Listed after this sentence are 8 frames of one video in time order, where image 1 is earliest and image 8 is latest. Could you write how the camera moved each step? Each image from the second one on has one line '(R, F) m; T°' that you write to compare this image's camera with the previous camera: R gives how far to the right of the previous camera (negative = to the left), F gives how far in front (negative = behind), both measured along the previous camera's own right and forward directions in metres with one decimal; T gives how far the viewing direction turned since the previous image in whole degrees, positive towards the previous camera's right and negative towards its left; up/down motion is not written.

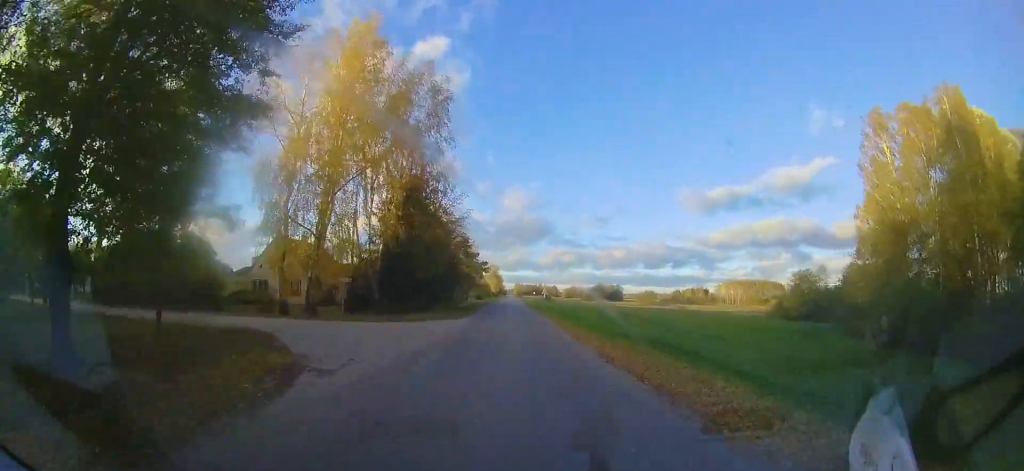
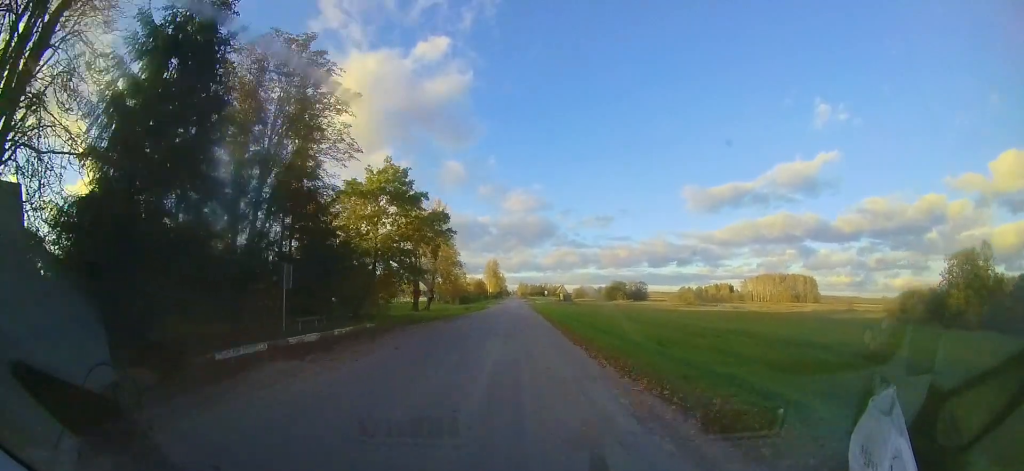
(-1.0, +36.0) m; -2°
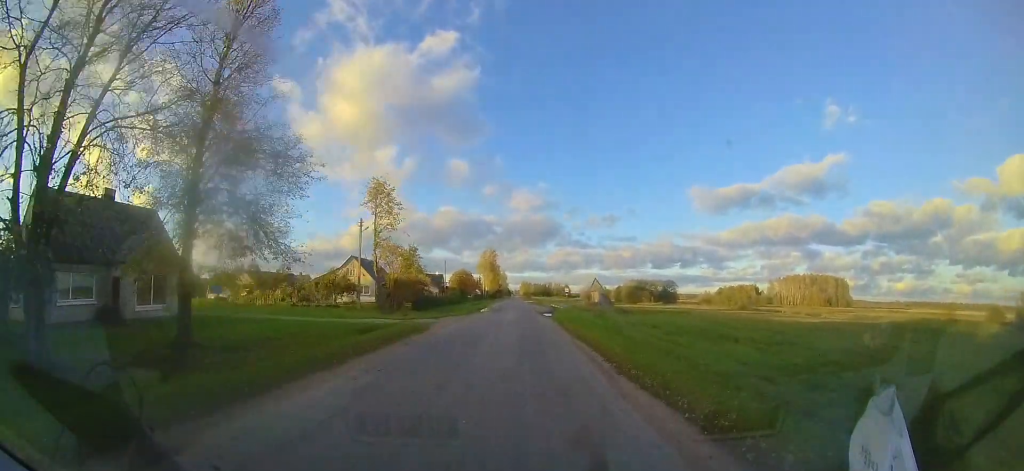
(+0.5, +32.7) m; +1°
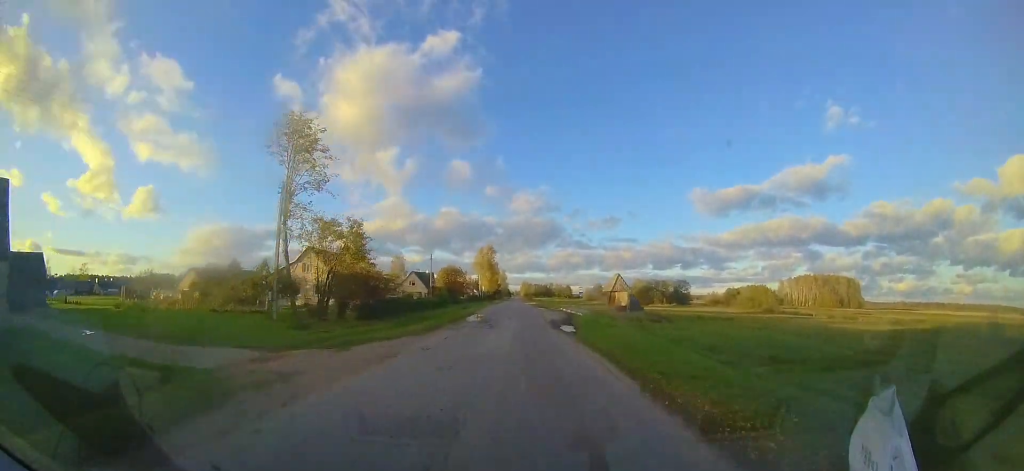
(-0.1, +12.1) m; 0°
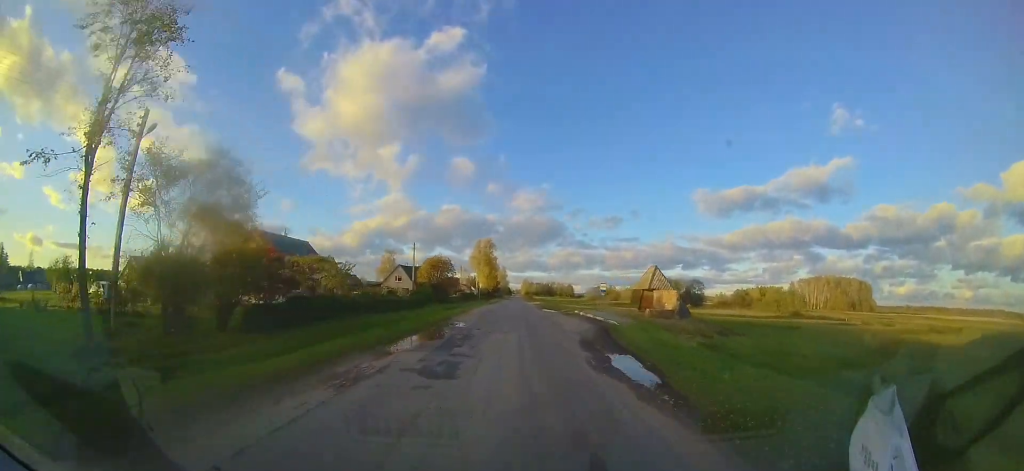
(+0.1, +10.9) m; 0°
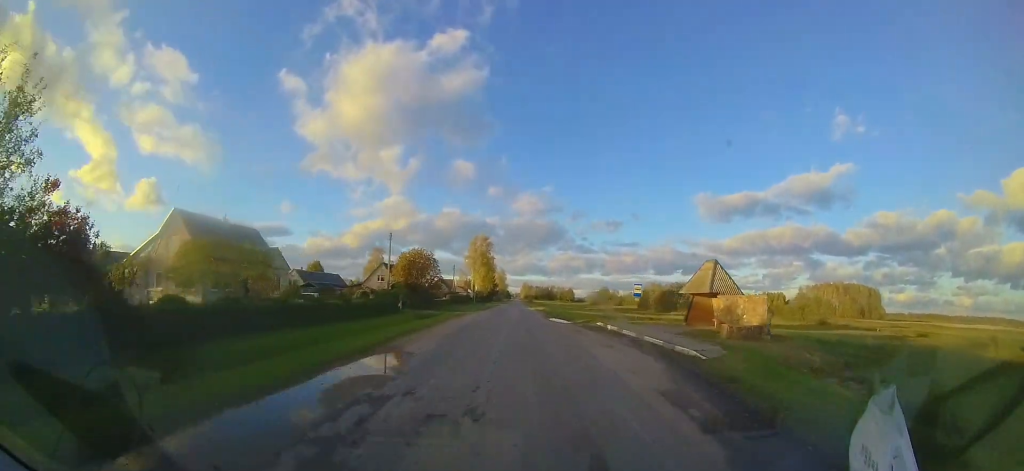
(+0.1, +9.9) m; 0°
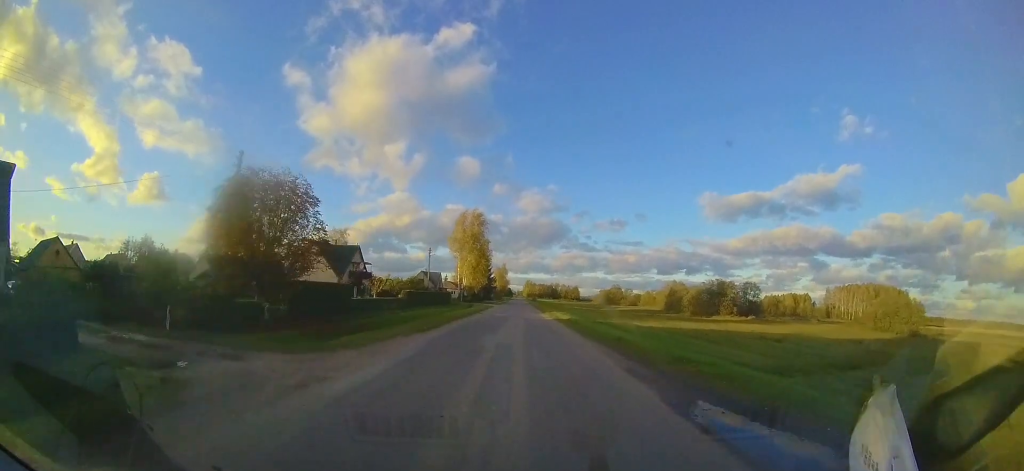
(-0.1, +25.0) m; 0°
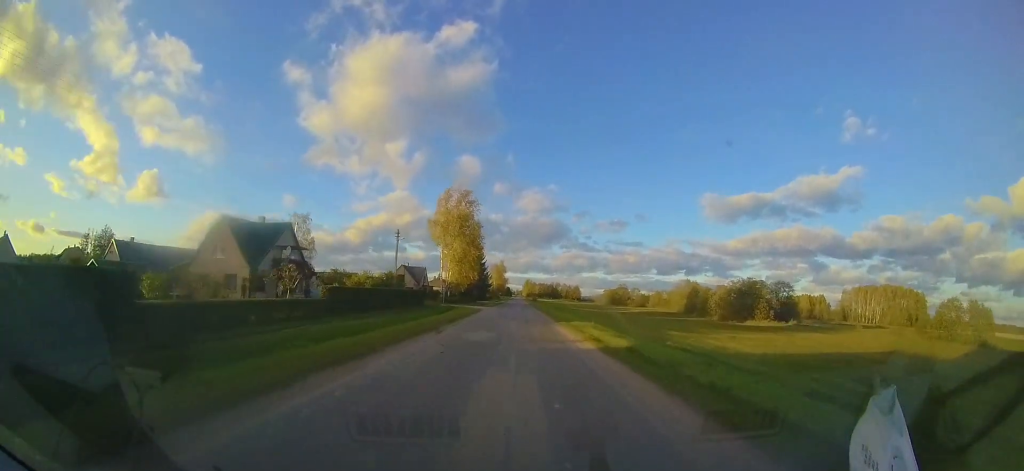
(-0.1, +15.0) m; +1°
